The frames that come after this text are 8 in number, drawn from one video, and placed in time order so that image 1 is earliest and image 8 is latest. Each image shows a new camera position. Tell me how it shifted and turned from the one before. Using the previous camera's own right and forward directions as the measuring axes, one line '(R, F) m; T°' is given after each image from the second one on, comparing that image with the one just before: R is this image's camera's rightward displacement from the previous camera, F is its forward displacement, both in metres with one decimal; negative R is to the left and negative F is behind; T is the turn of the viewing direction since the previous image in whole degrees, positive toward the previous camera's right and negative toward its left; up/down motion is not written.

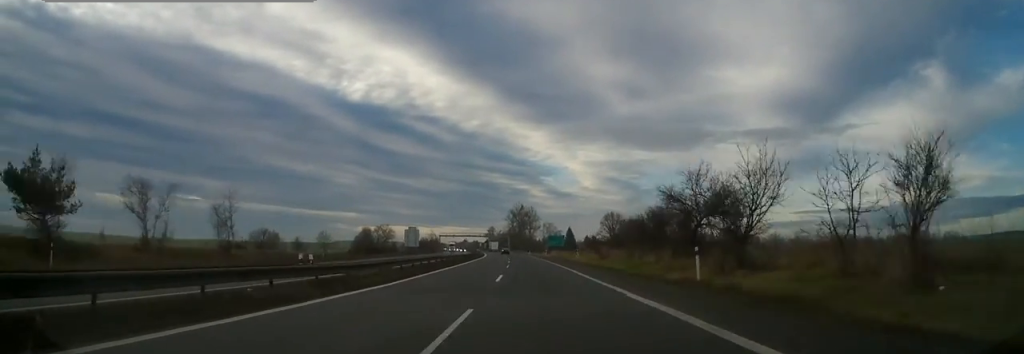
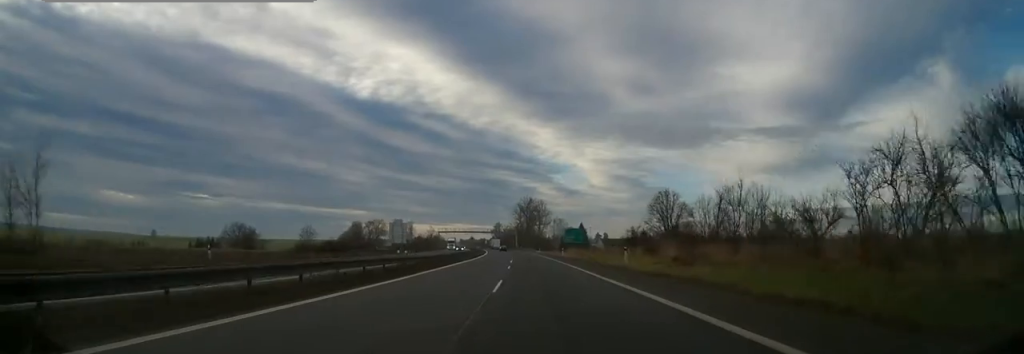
(-0.2, +27.4) m; -1°
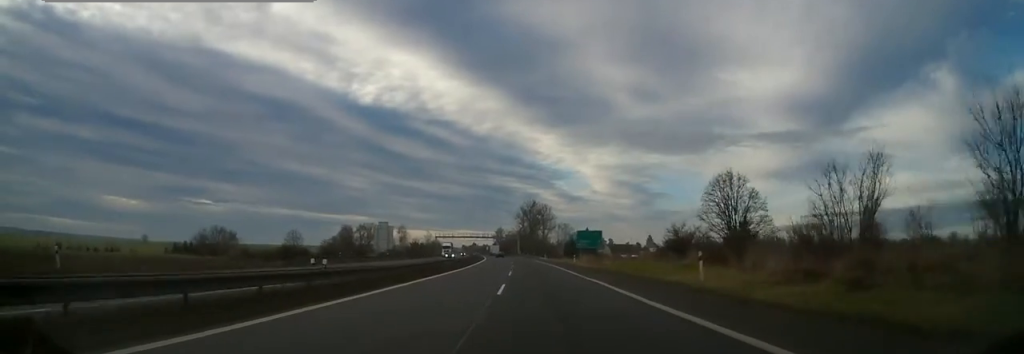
(-0.1, +16.8) m; -1°
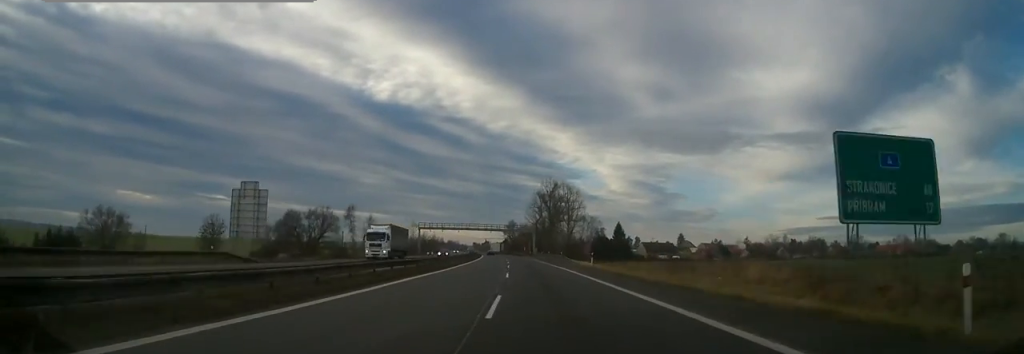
(-1.3, +61.6) m; -2°
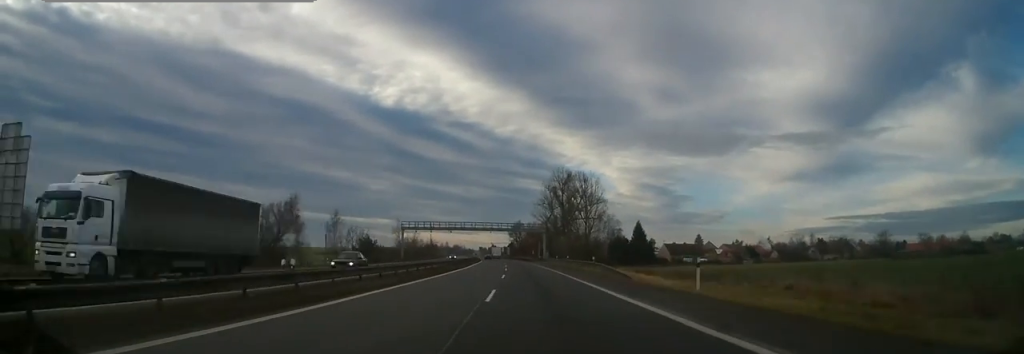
(-0.1, +29.7) m; -1°
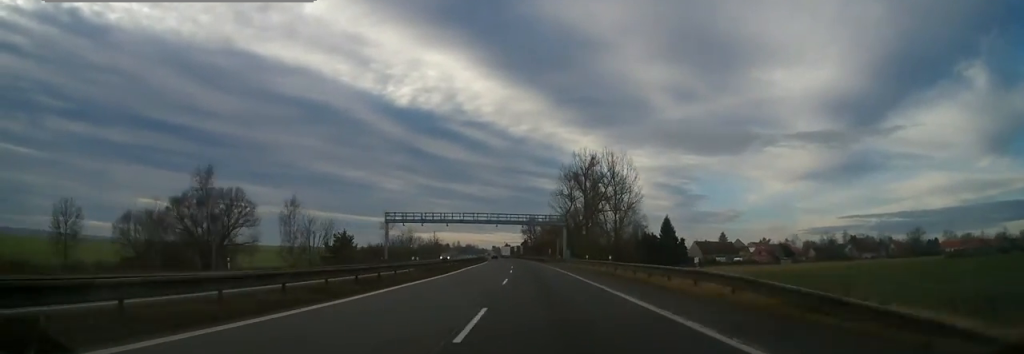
(-0.4, +25.8) m; -1°
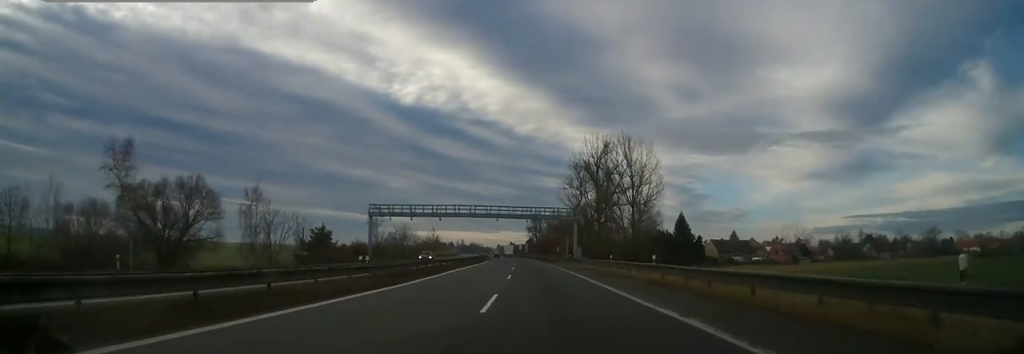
(-0.1, +13.5) m; 0°
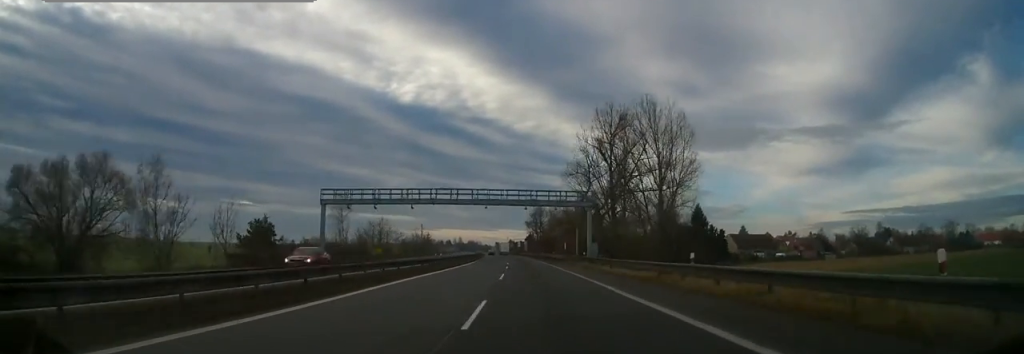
(0.0, +19.6) m; 0°
